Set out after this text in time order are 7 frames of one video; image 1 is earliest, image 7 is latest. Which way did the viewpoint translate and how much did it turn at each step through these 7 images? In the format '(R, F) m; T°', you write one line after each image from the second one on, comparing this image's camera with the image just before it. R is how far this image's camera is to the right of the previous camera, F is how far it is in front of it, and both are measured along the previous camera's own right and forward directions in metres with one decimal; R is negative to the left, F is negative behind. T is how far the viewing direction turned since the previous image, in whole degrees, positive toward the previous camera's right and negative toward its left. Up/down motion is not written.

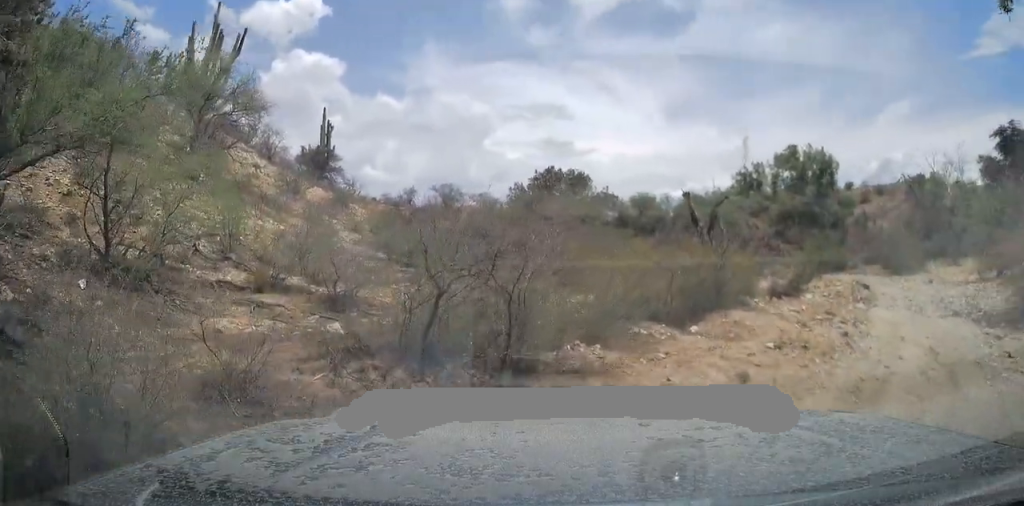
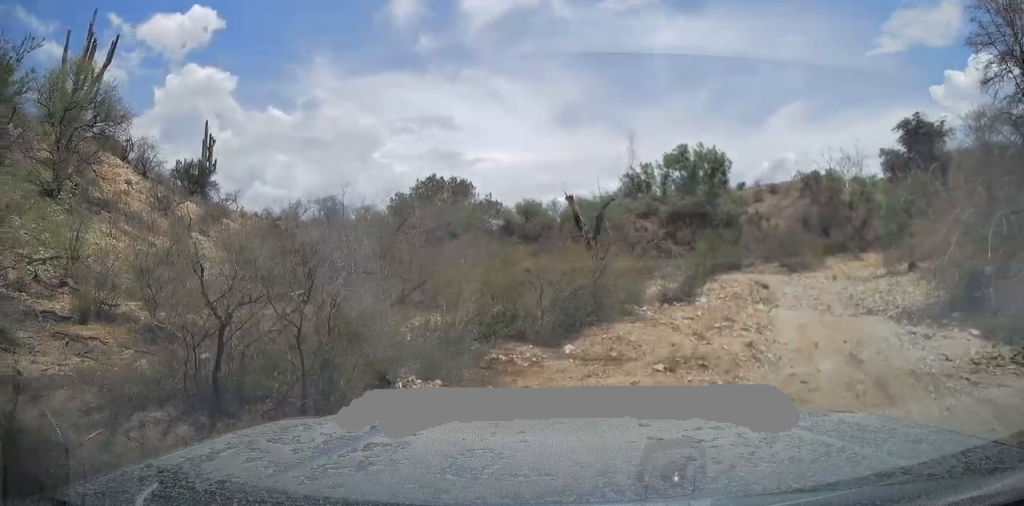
(-0.1, +1.7) m; +3°
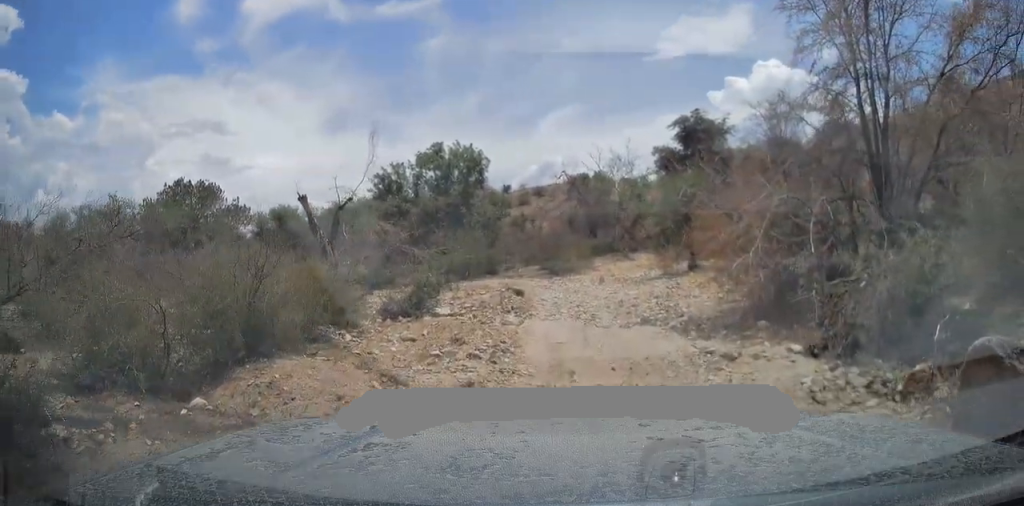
(+0.2, +3.8) m; +2°
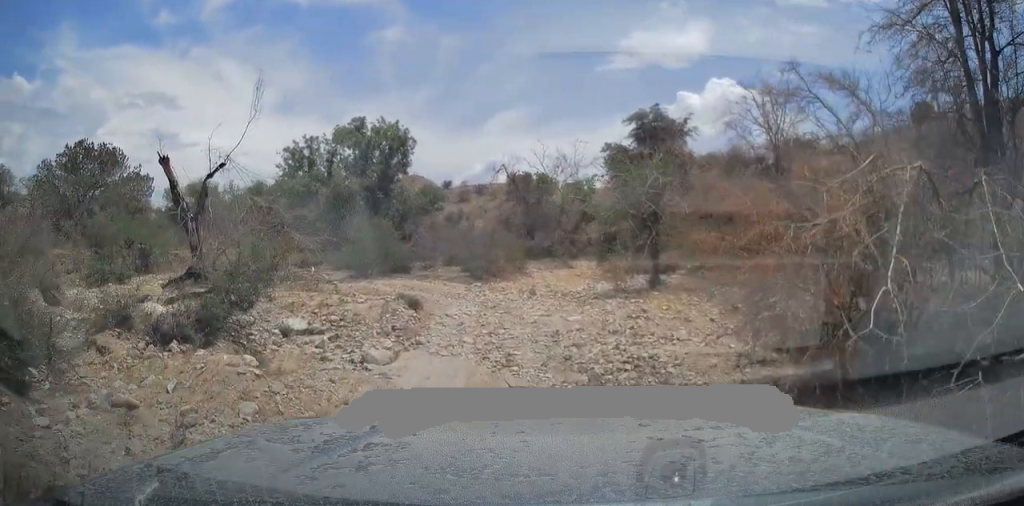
(-0.1, +6.2) m; -2°
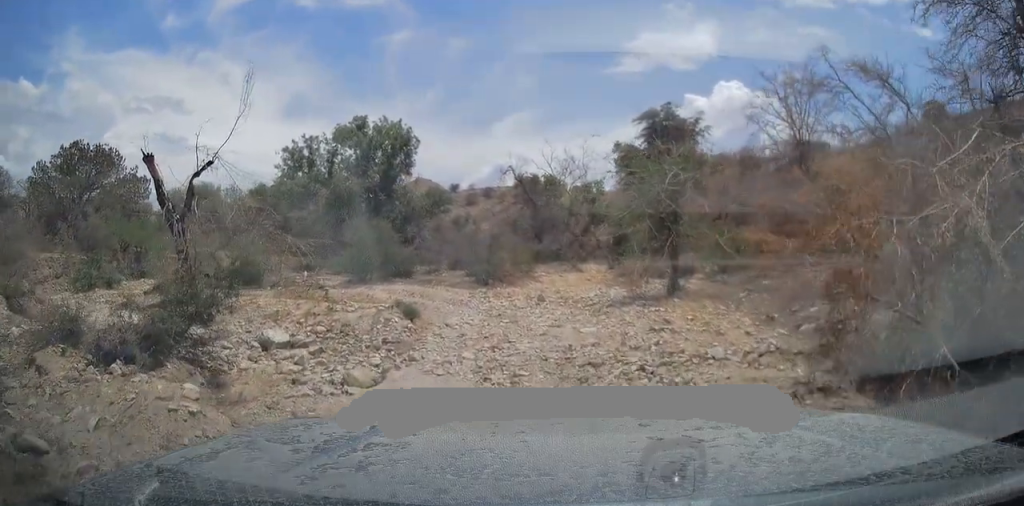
(+0.1, +1.4) m; 0°
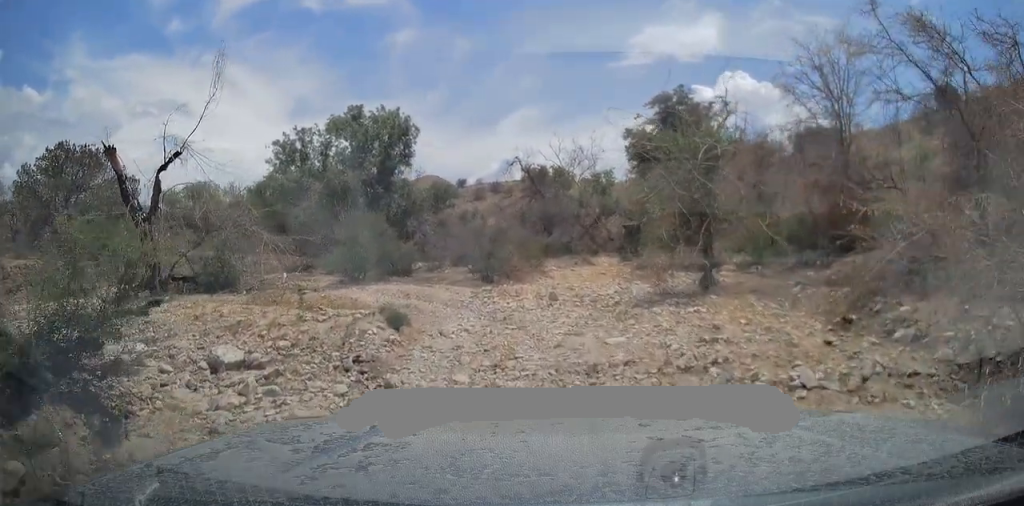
(-0.5, +2.4) m; -1°
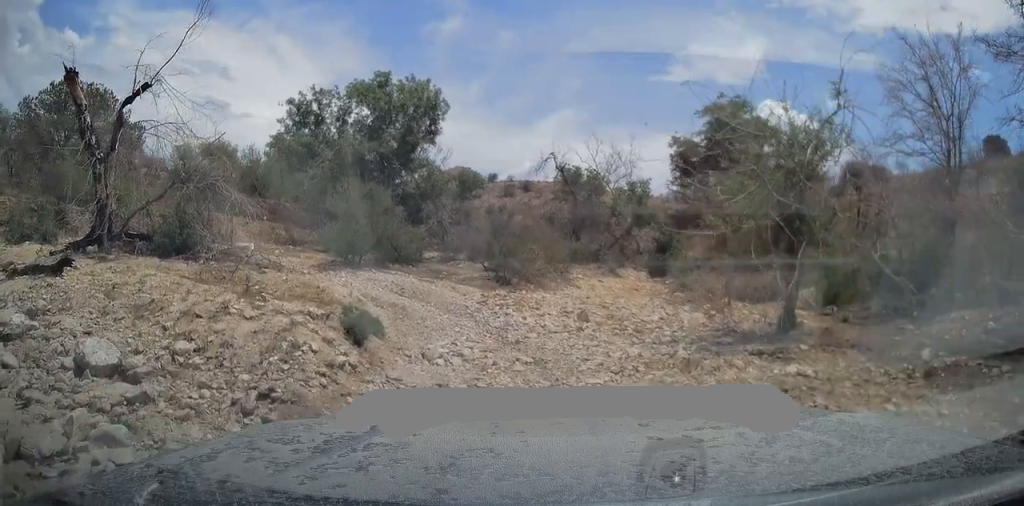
(+0.4, +3.4) m; -6°
